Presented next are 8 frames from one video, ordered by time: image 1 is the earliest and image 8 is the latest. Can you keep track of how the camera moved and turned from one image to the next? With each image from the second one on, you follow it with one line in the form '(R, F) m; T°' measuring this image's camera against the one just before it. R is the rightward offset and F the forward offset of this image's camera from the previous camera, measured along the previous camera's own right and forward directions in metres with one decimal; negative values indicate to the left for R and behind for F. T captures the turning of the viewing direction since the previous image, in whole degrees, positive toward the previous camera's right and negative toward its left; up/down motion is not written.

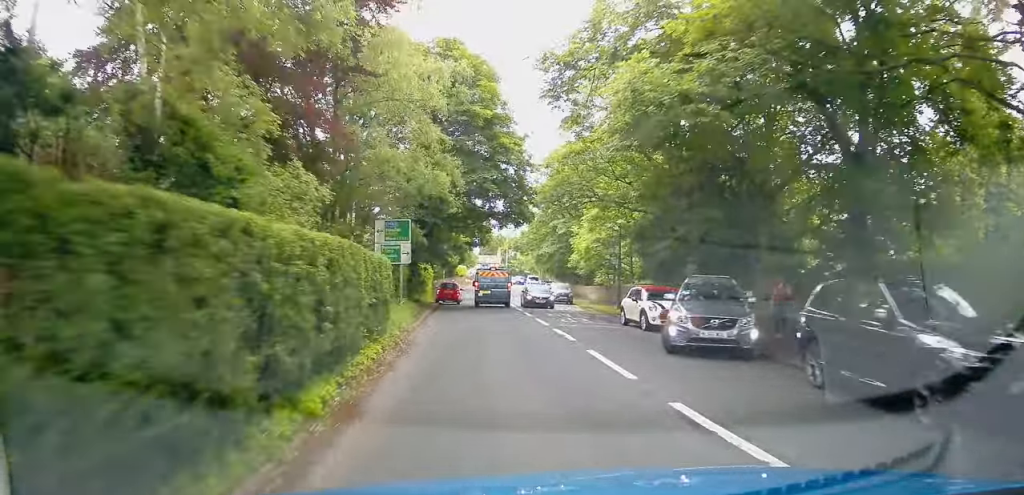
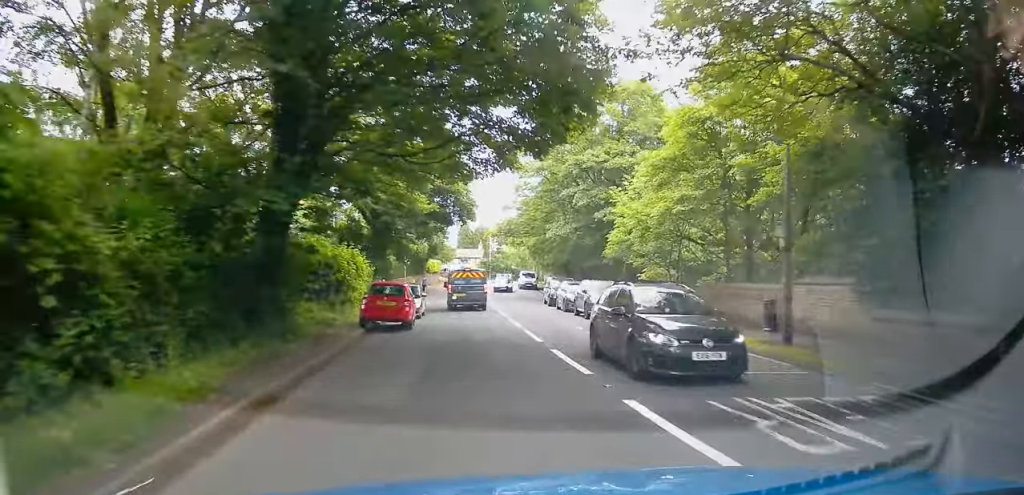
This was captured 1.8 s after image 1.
(0.0, +21.6) m; +3°
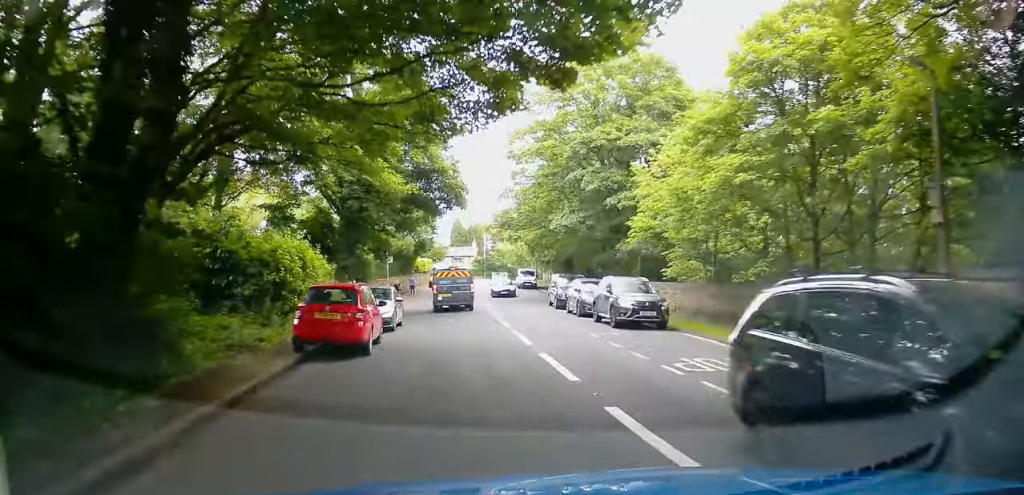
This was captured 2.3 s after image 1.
(+0.1, +6.3) m; 0°
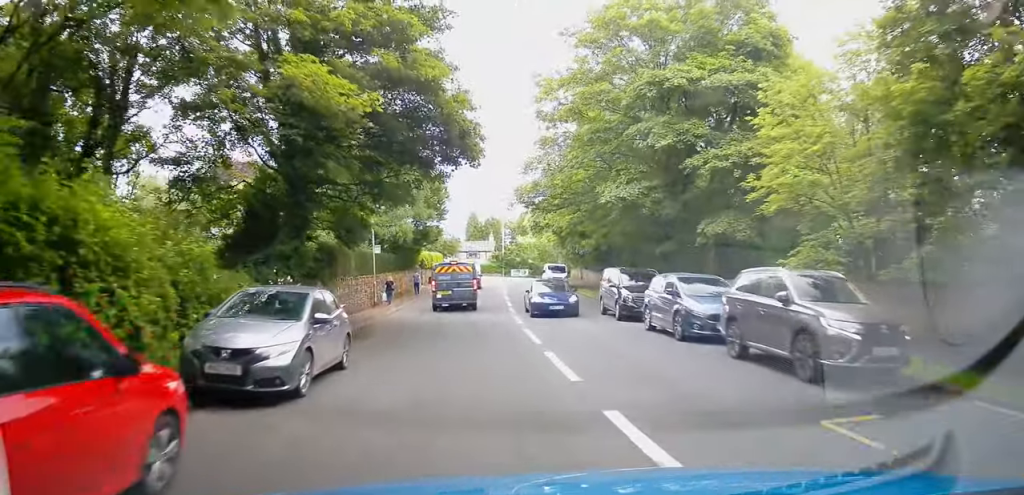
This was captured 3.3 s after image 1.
(0.0, +11.1) m; -1°
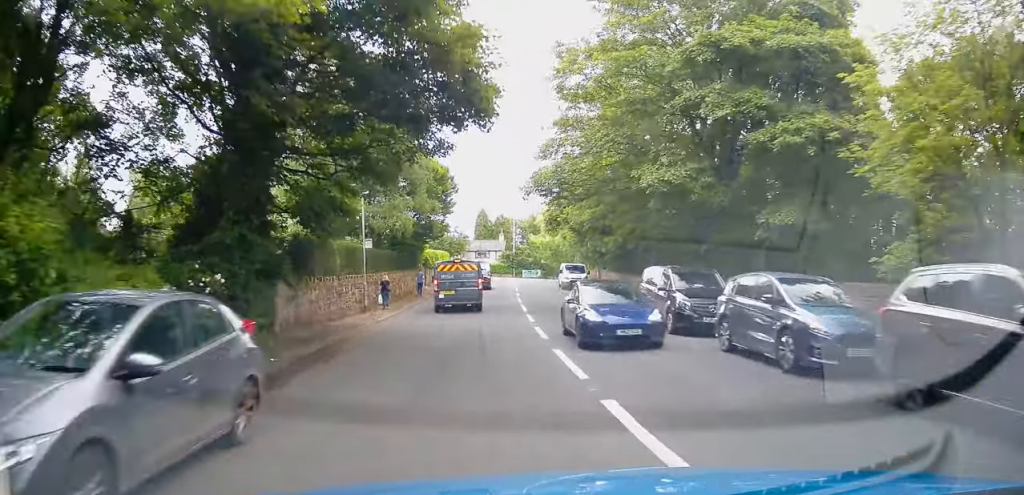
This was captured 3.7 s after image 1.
(-0.1, +5.2) m; -1°
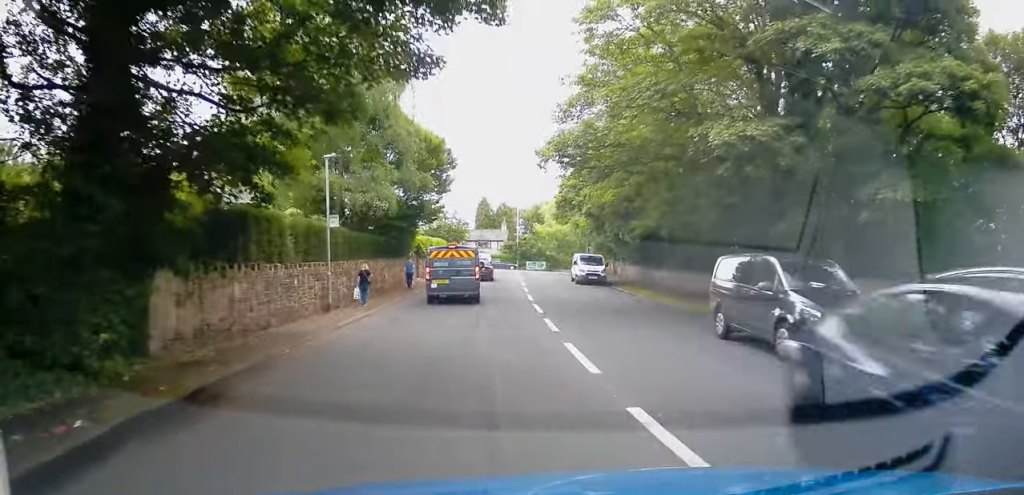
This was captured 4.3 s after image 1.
(0.0, +6.0) m; 0°
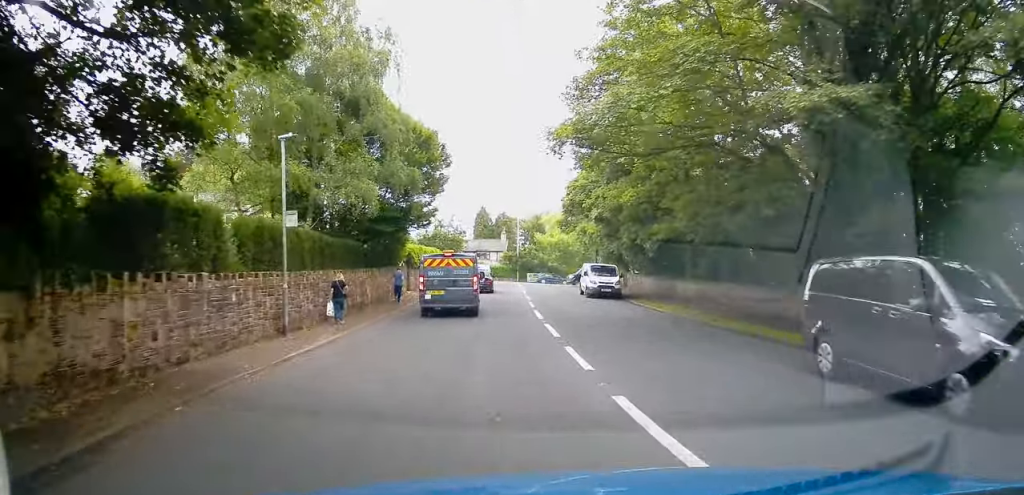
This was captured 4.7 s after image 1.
(0.0, +4.6) m; 0°
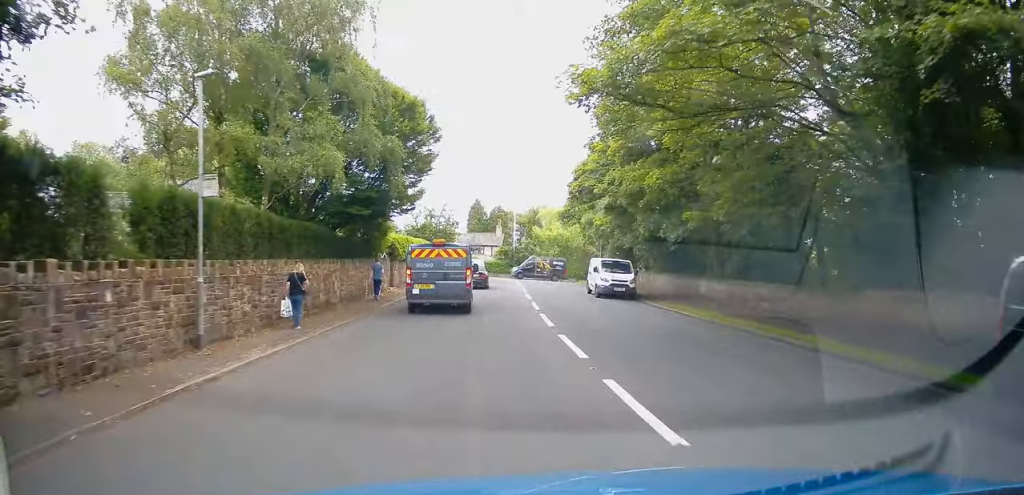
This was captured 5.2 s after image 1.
(0.0, +4.6) m; 0°
